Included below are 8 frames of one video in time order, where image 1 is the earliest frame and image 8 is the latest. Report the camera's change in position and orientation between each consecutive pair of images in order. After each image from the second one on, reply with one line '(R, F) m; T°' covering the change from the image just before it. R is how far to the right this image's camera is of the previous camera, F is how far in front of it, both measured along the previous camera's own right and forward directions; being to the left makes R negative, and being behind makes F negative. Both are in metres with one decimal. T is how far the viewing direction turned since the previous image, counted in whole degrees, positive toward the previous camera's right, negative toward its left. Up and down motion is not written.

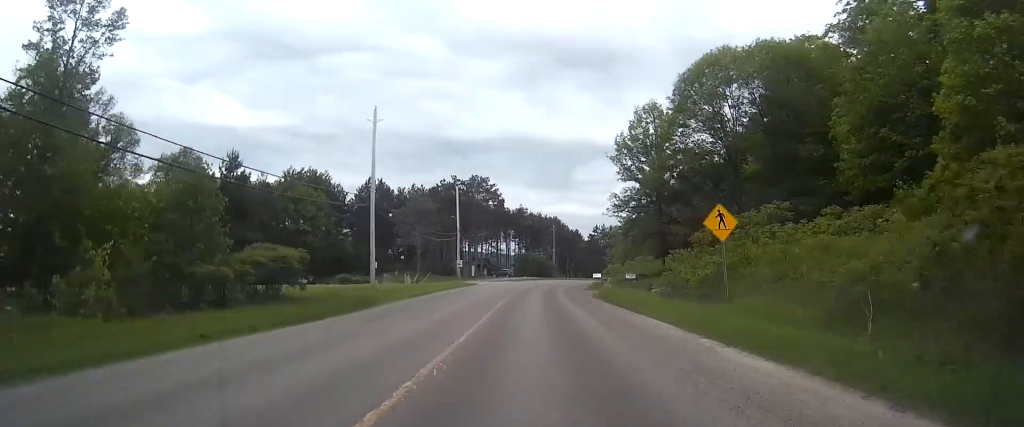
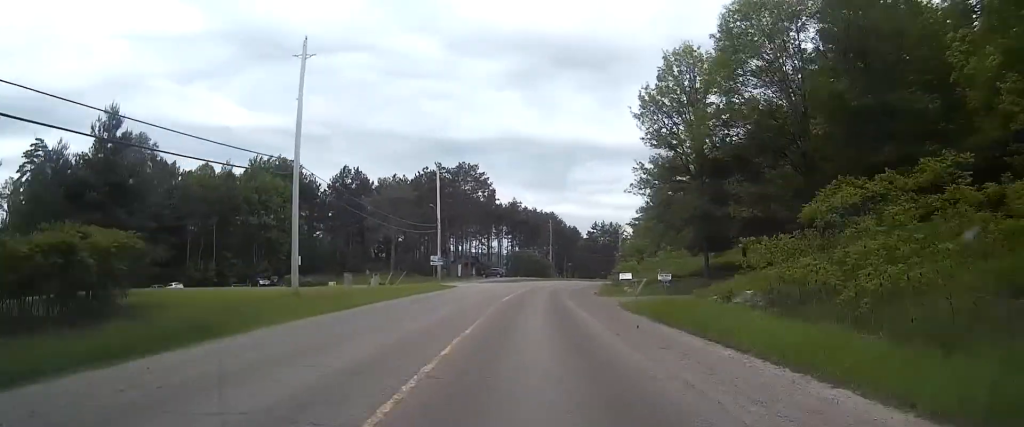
(0.0, +17.0) m; 0°
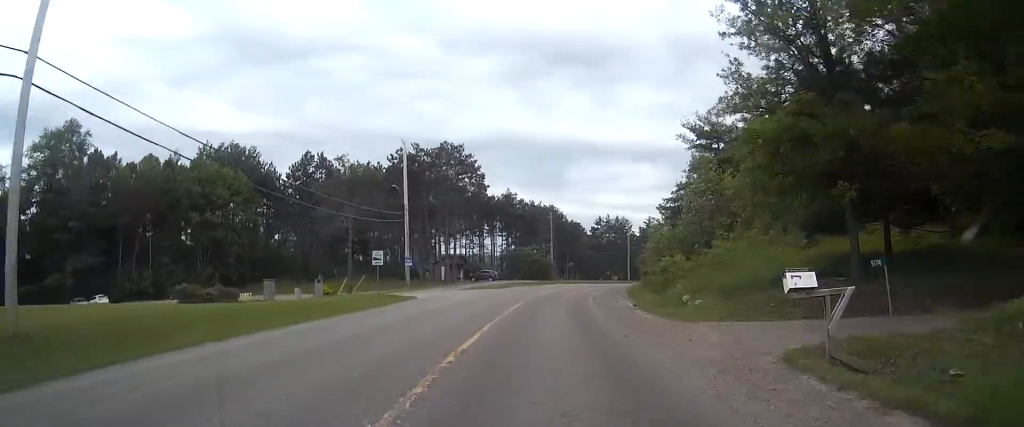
(0.0, +22.1) m; 0°
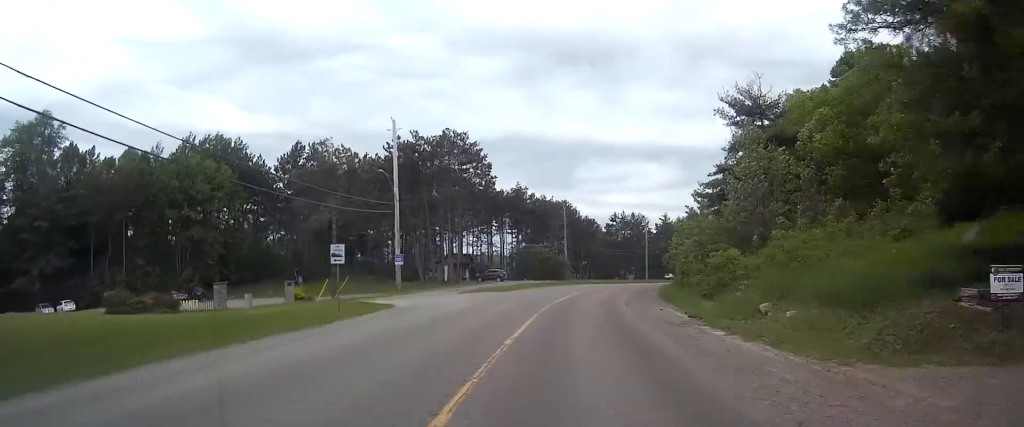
(0.0, +10.2) m; -1°
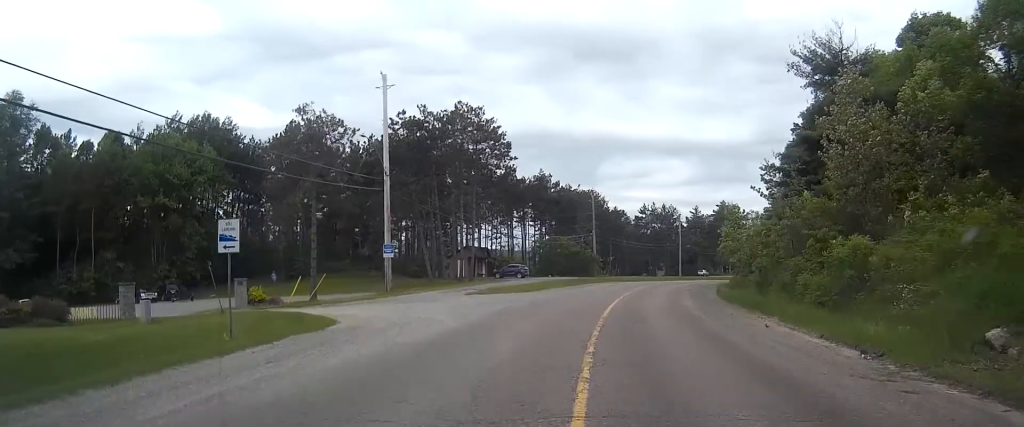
(-0.1, +12.7) m; -2°
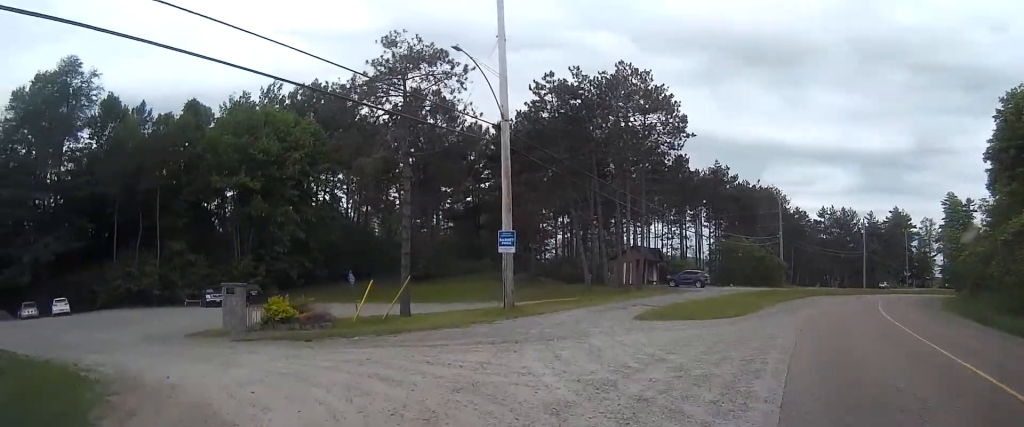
(-1.2, +18.8) m; -12°
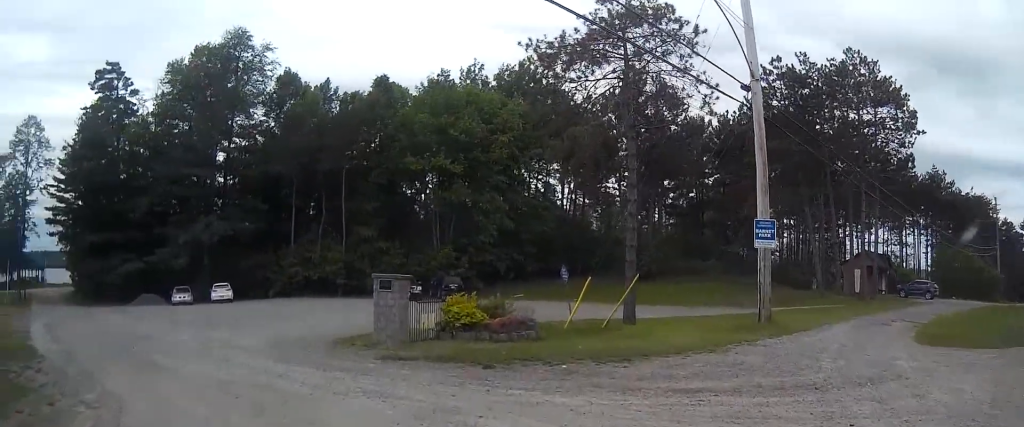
(-0.6, +7.0) m; -17°
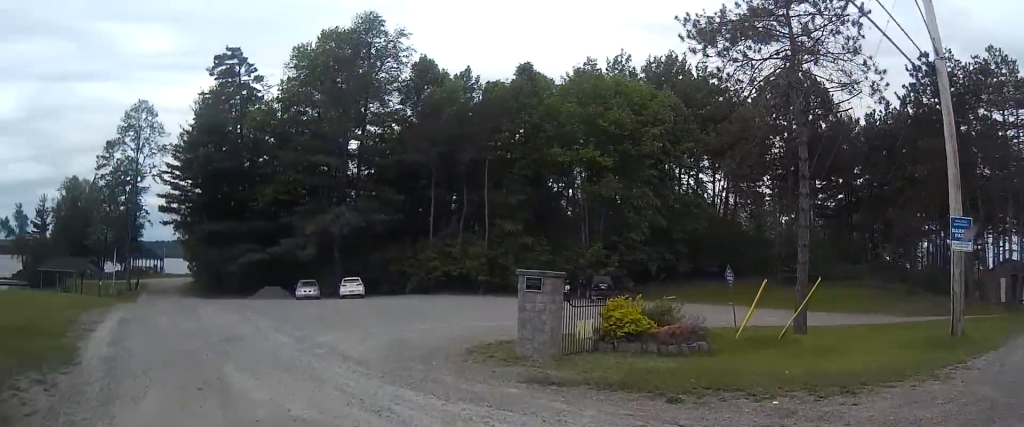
(-0.5, +3.3) m; -12°
